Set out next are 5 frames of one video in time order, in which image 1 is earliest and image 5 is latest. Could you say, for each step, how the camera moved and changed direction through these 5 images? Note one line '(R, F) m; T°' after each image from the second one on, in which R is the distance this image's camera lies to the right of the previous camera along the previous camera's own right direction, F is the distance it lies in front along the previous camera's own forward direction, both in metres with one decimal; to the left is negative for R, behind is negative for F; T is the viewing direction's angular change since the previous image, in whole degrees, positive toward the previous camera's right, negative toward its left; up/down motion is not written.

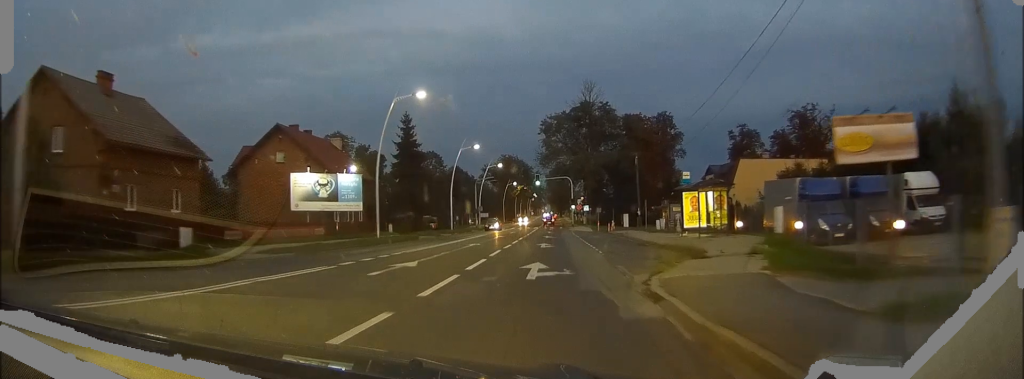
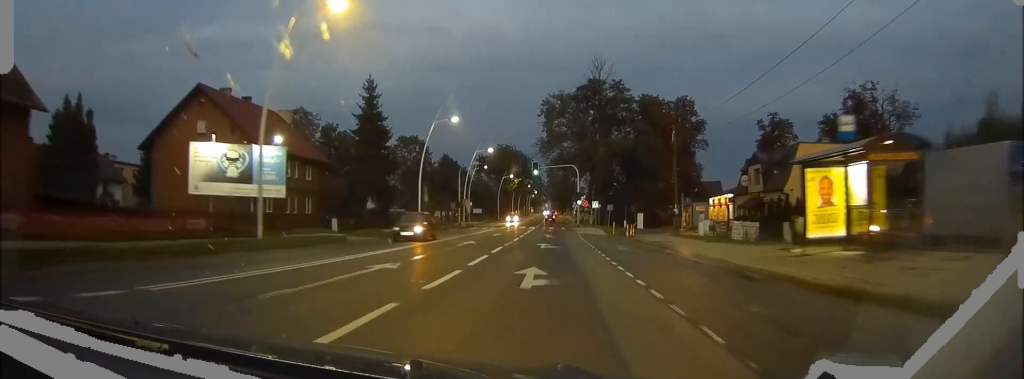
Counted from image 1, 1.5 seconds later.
(-0.1, +16.9) m; 0°
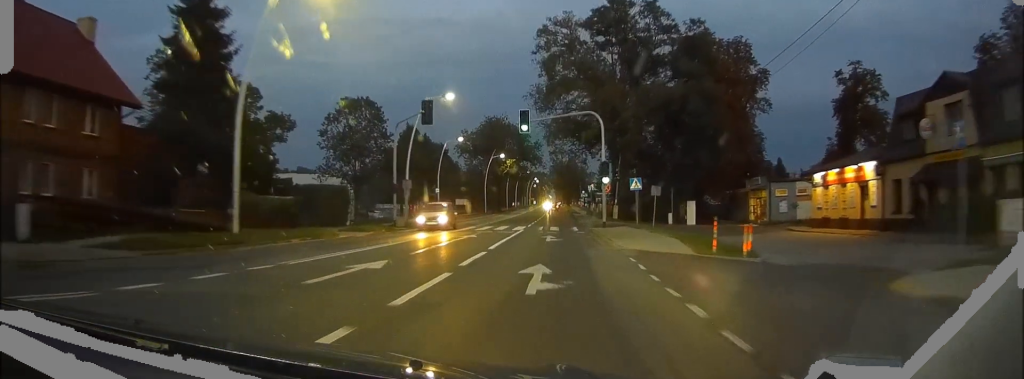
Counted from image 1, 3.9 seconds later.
(0.0, +31.7) m; +1°
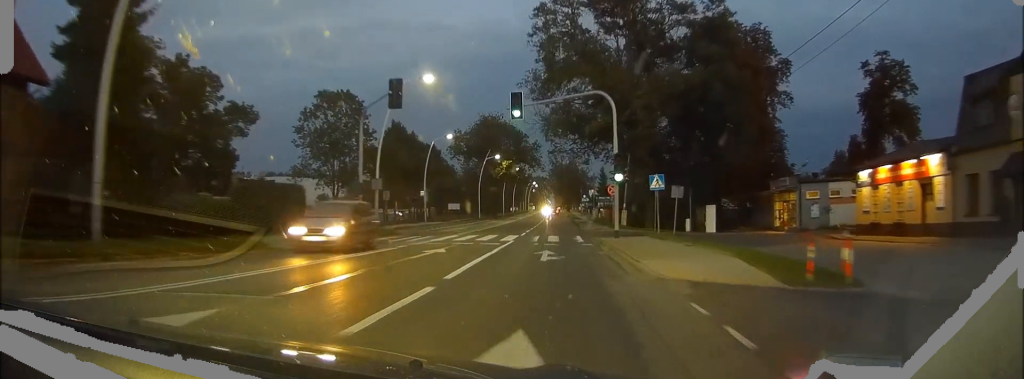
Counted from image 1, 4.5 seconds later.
(0.0, +7.7) m; 0°
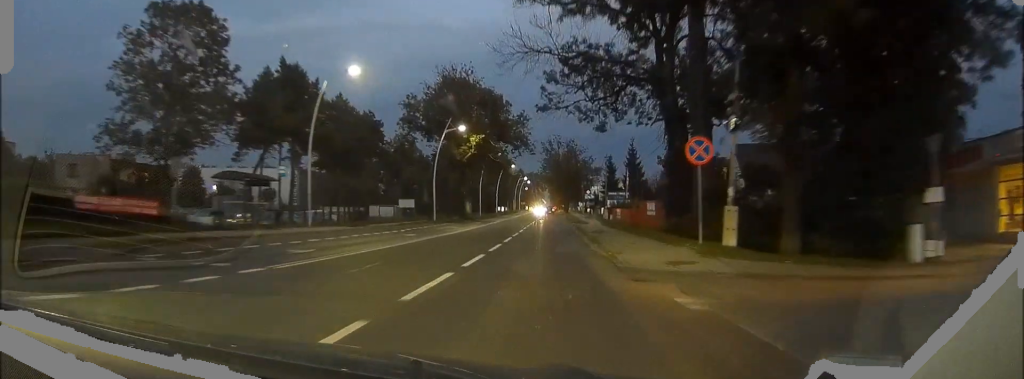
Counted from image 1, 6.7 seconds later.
(+0.3, +32.2) m; +1°
